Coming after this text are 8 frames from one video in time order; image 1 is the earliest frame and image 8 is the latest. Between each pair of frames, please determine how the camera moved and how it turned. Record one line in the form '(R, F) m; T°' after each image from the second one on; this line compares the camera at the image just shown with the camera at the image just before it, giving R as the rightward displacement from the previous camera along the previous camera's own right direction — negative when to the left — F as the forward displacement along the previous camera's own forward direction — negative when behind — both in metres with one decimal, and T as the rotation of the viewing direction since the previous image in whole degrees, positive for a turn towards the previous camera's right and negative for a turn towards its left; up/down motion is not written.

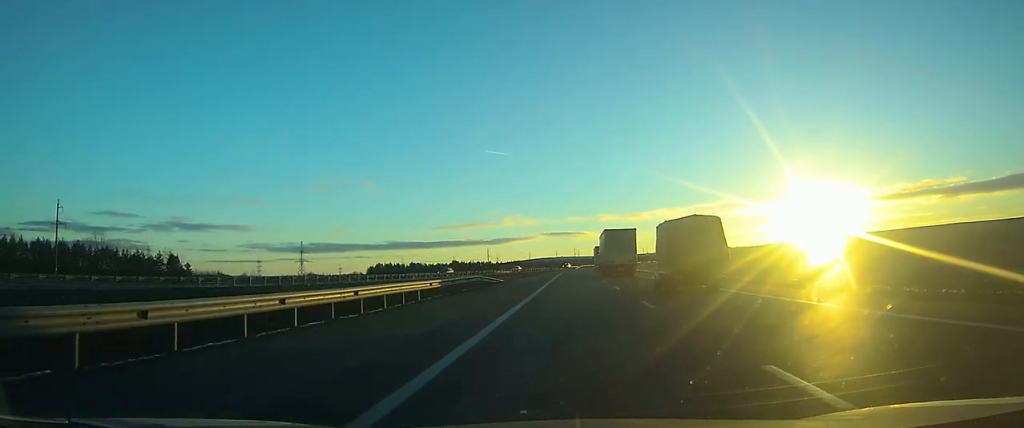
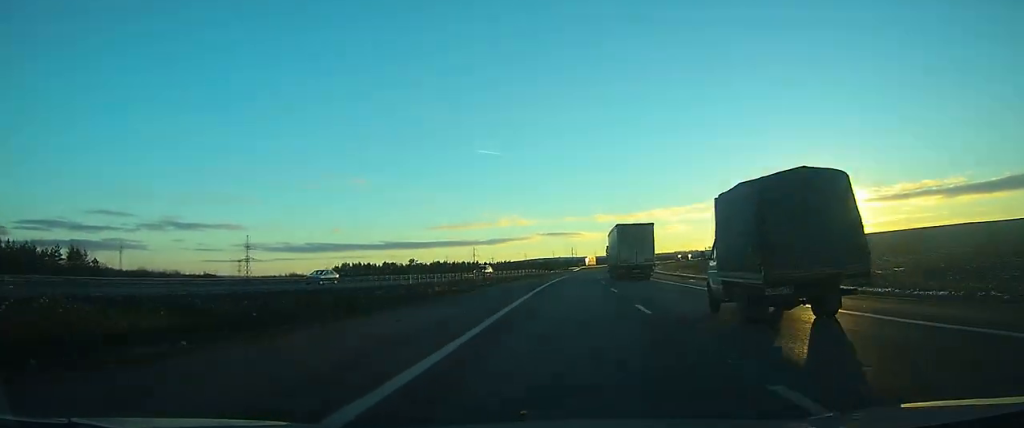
(+0.2, +48.9) m; +1°
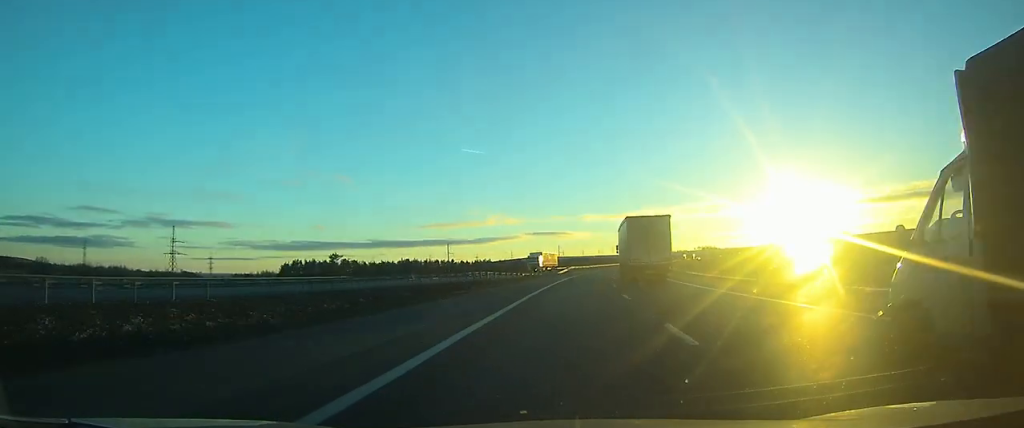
(+0.3, +40.2) m; +1°
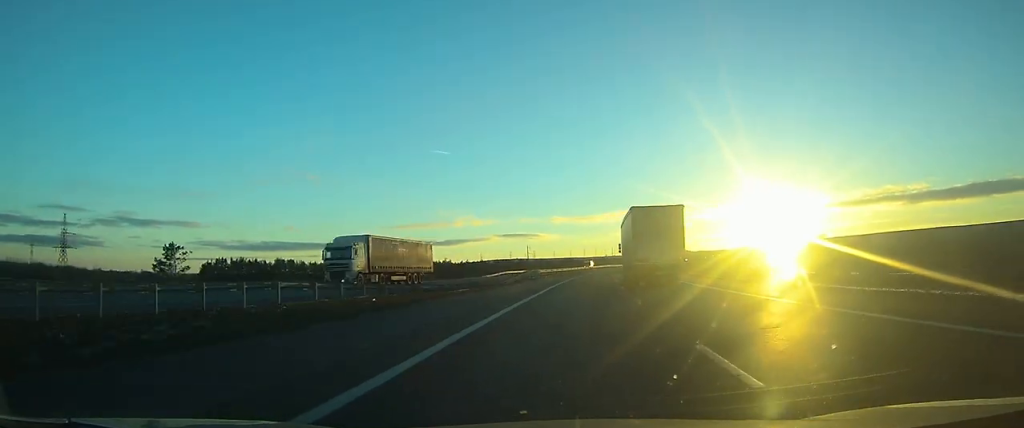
(+0.3, +37.3) m; +2°
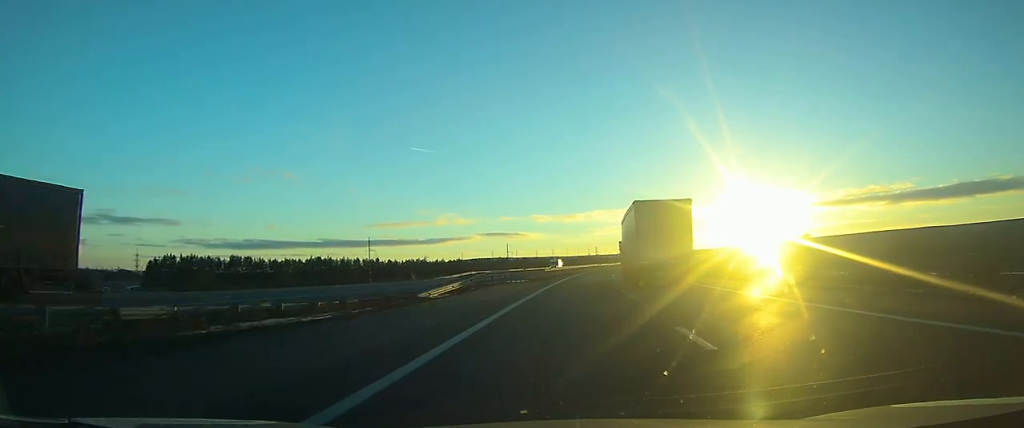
(+0.4, +20.8) m; +1°
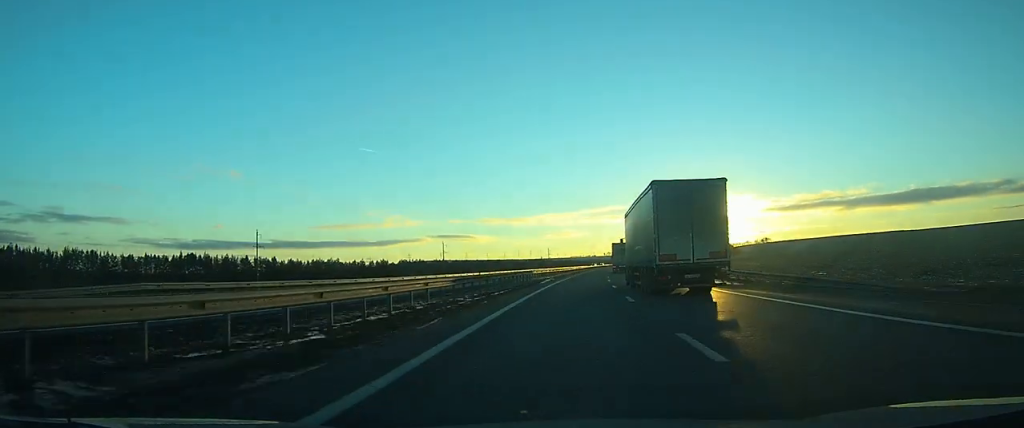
(+1.8, +64.1) m; +4°
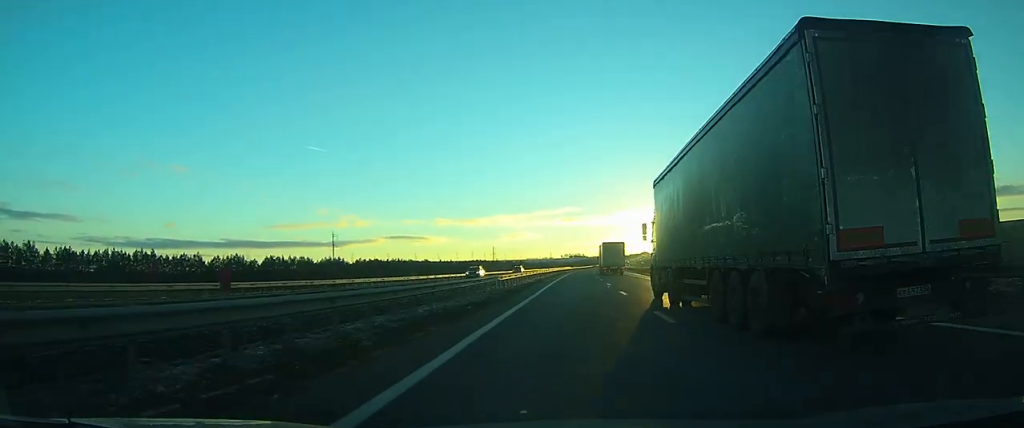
(+5.8, +104.5) m; +5°
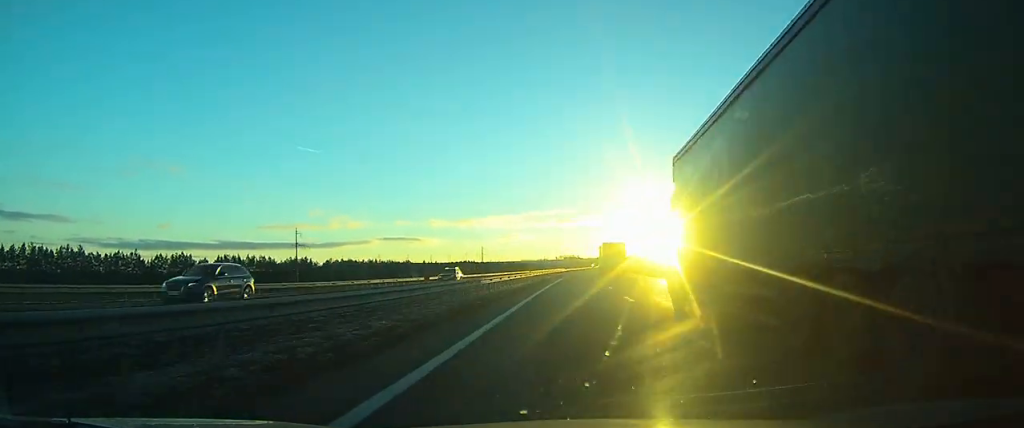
(+0.2, +27.0) m; +1°
